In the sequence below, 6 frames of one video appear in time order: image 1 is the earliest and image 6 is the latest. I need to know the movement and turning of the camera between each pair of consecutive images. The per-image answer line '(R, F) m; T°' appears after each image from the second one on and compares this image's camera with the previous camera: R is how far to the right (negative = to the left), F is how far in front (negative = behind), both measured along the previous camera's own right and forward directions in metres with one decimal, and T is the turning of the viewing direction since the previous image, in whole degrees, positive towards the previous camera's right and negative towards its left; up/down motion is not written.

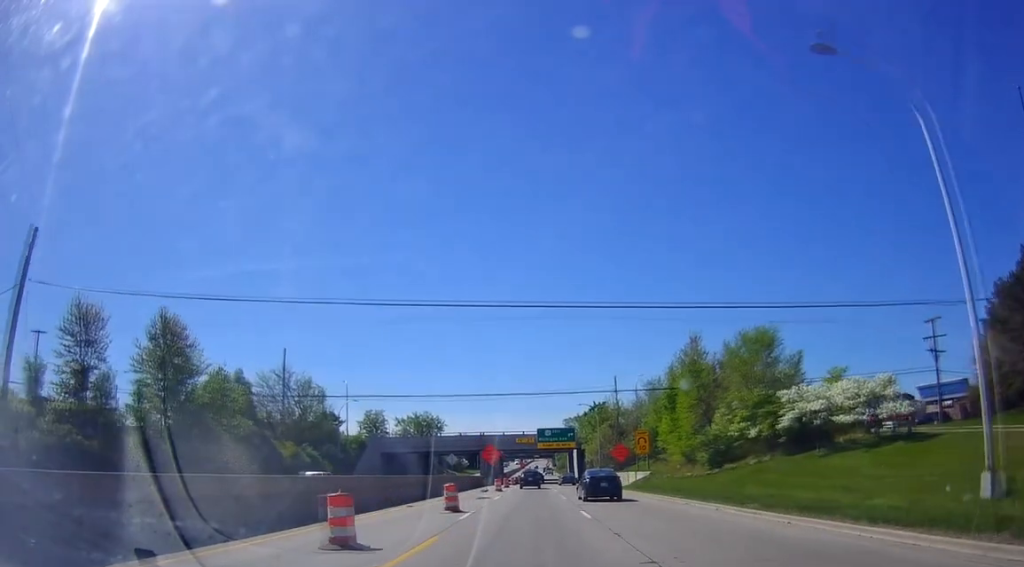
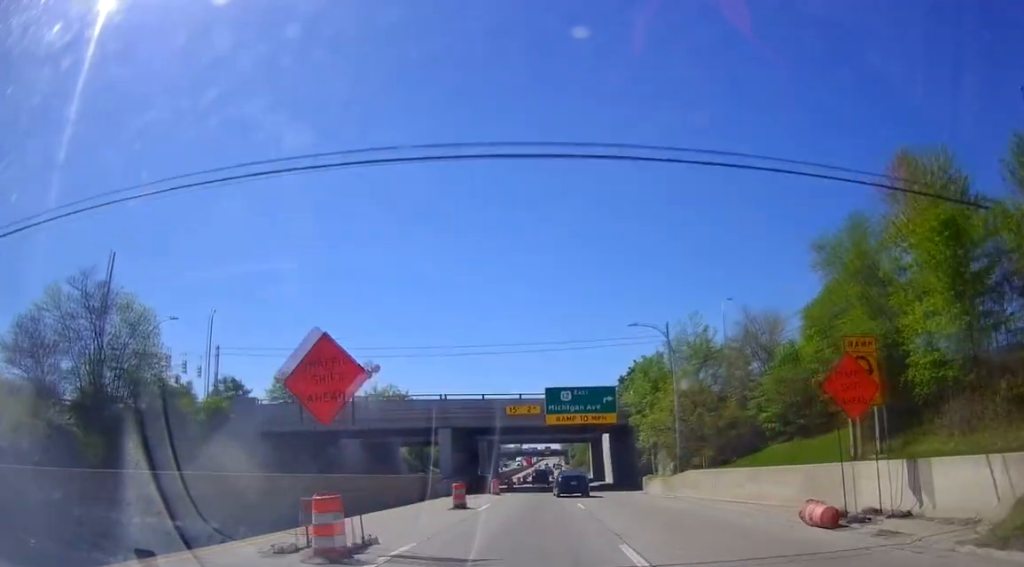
(-0.7, +43.1) m; -3°
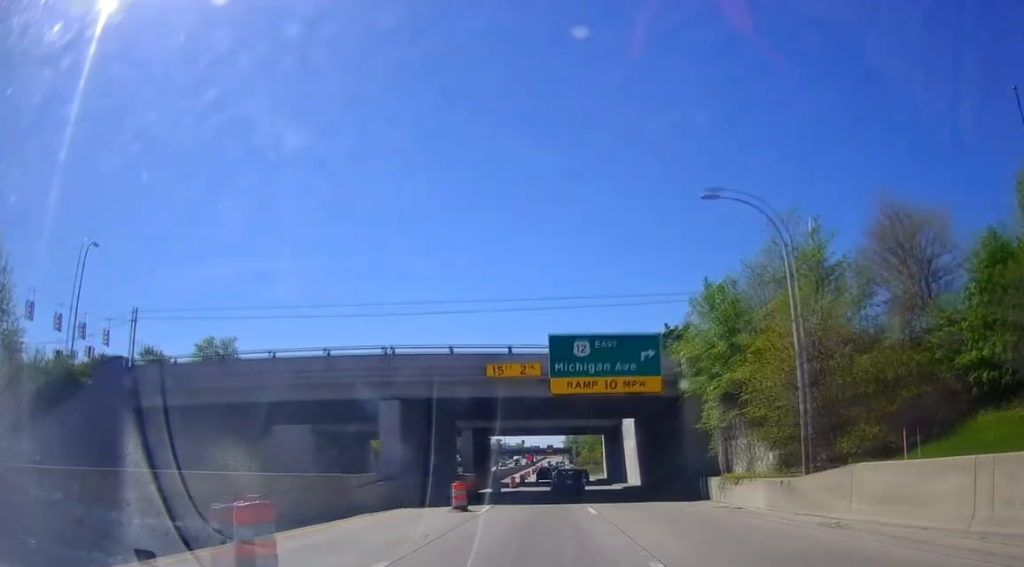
(0.0, +17.9) m; 0°
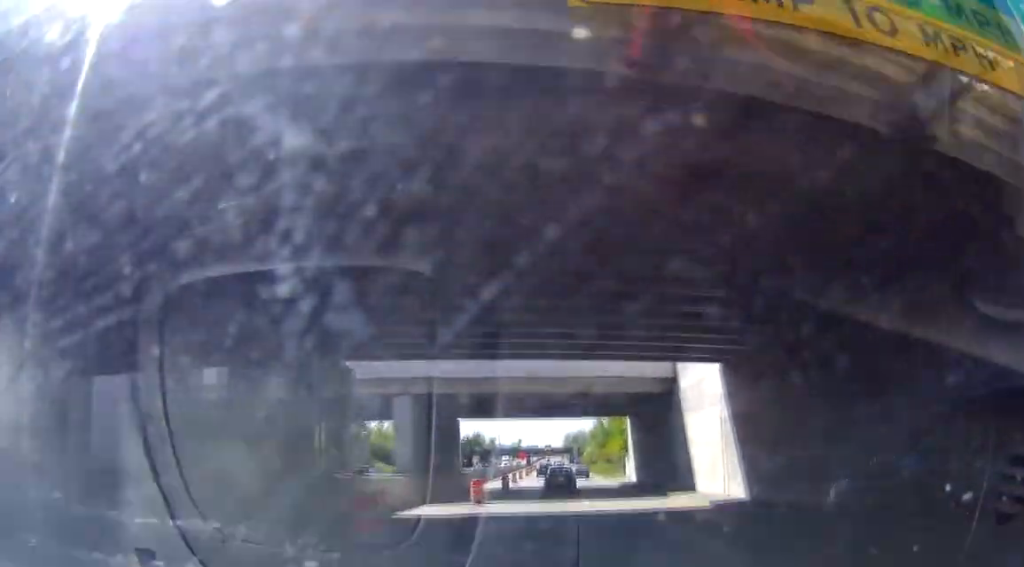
(0.0, +25.9) m; -1°
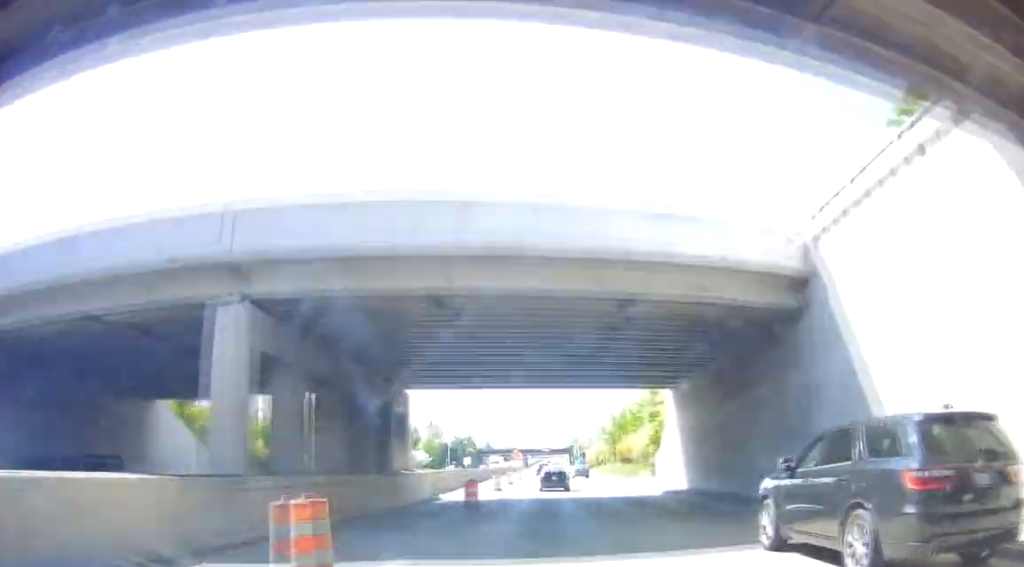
(-0.2, +18.5) m; 0°
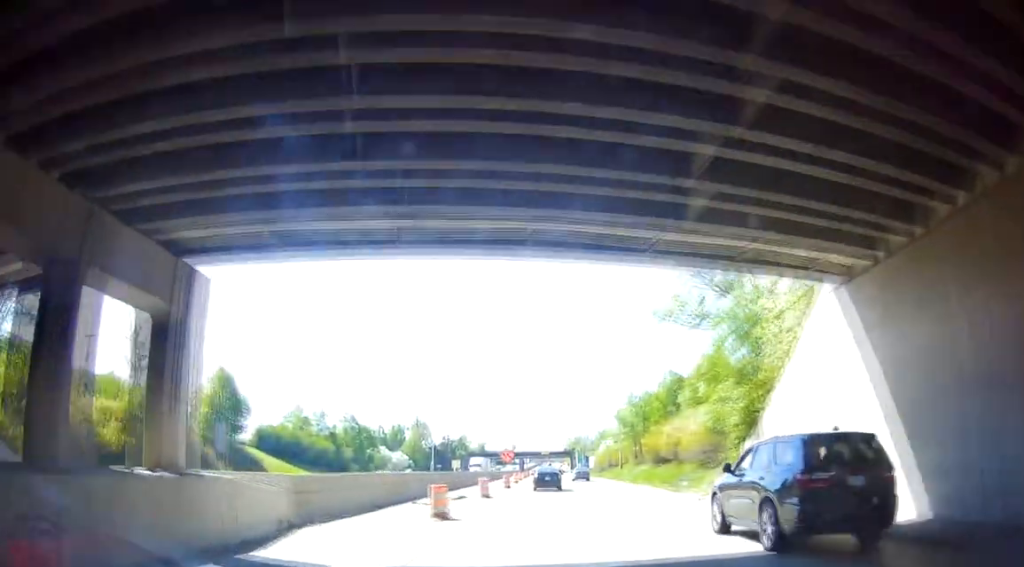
(+0.5, +20.8) m; +4°
